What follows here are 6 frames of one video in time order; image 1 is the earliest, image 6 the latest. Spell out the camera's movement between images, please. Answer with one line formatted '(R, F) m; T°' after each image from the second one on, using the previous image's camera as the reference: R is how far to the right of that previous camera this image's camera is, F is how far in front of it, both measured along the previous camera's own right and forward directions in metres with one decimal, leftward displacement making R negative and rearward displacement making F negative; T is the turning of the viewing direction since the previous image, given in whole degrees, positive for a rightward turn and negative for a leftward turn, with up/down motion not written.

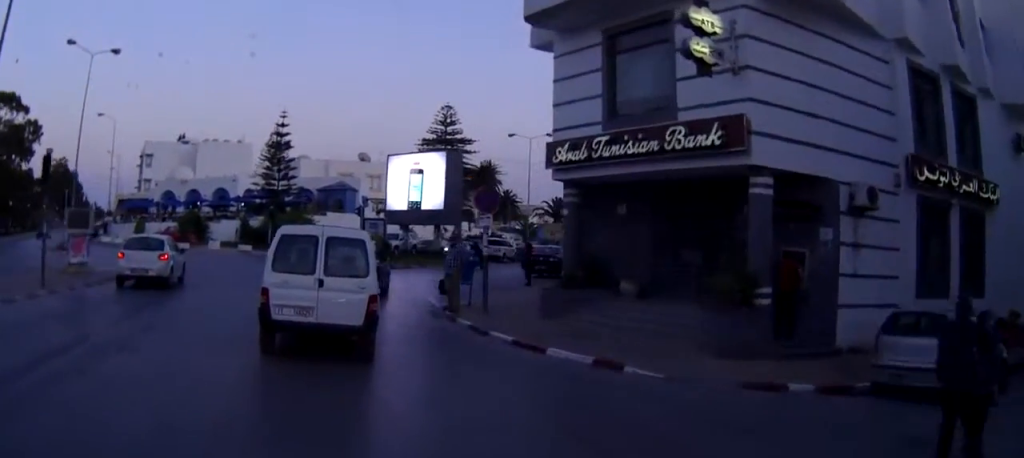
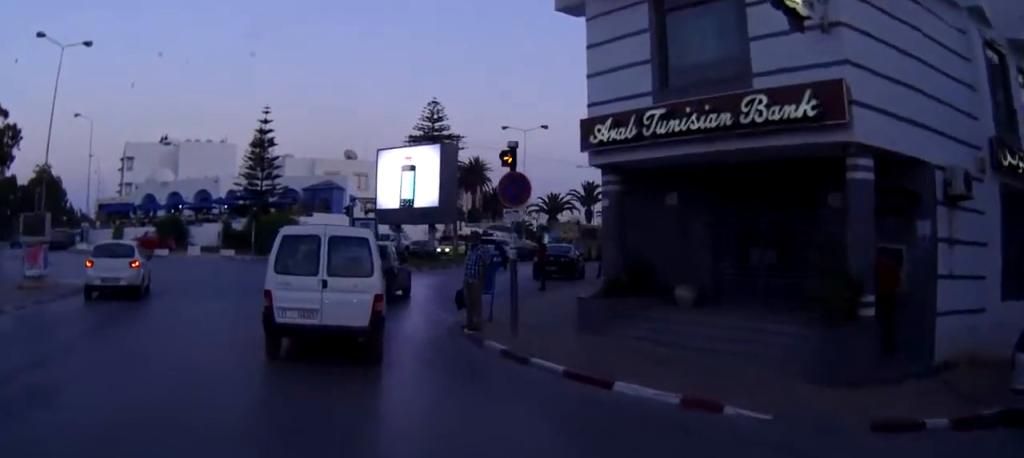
(0.0, +3.3) m; 0°
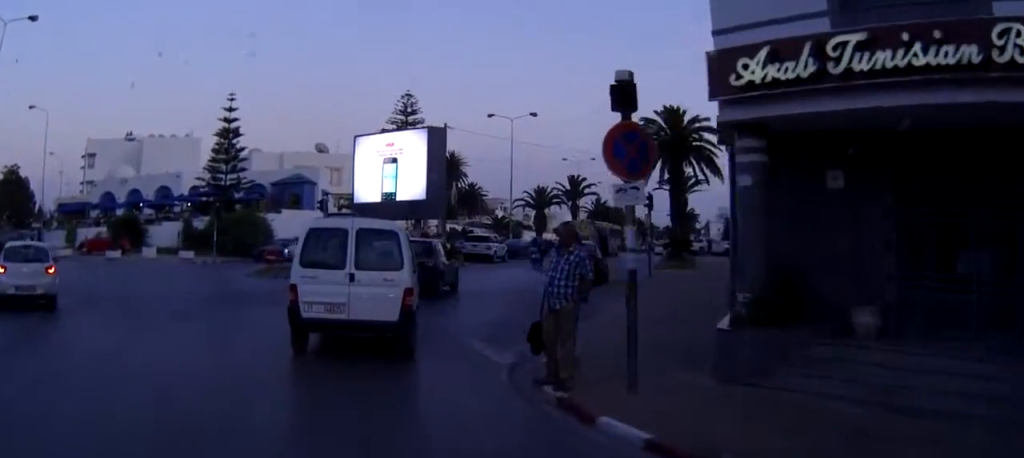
(0.0, +5.8) m; +2°
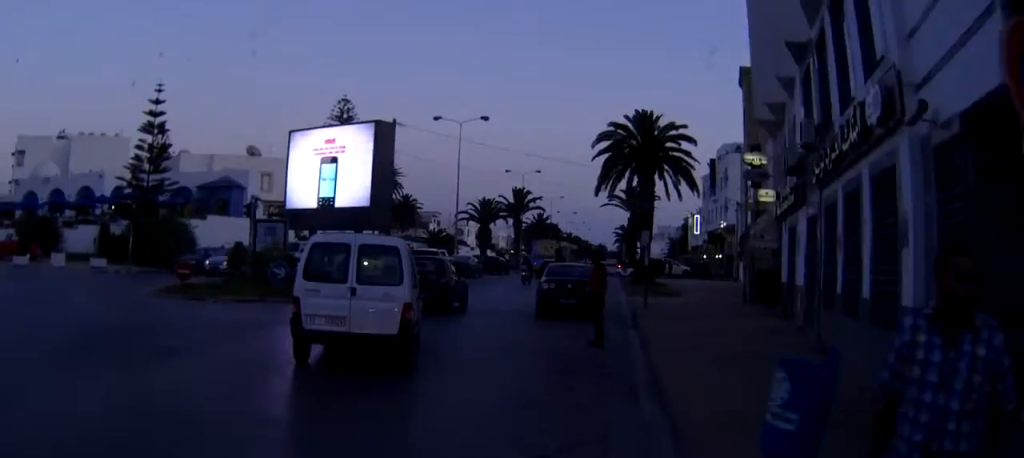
(+0.2, +5.7) m; +6°
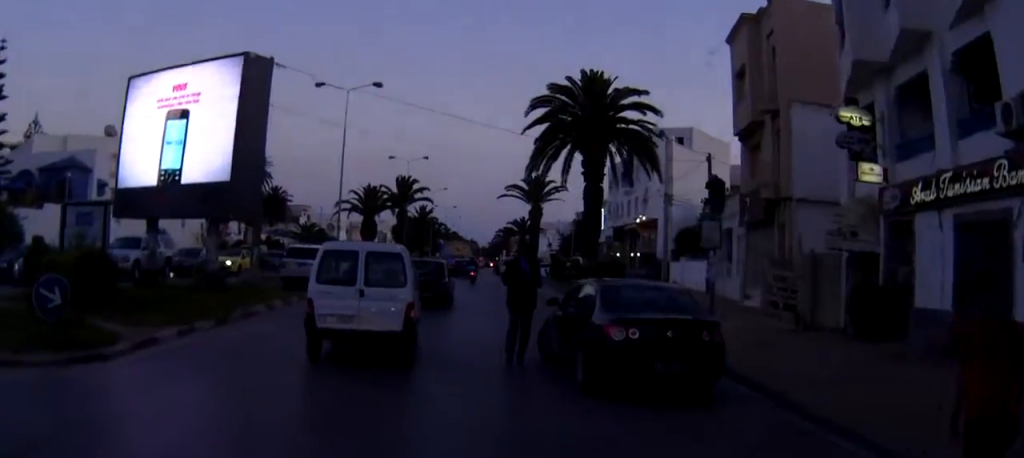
(+1.3, +11.1) m; +12°
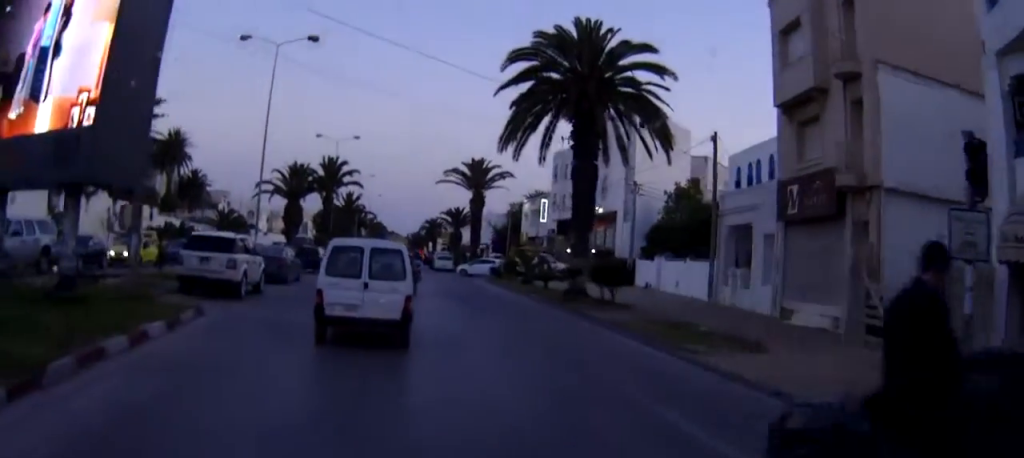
(+0.5, +8.3) m; +8°
